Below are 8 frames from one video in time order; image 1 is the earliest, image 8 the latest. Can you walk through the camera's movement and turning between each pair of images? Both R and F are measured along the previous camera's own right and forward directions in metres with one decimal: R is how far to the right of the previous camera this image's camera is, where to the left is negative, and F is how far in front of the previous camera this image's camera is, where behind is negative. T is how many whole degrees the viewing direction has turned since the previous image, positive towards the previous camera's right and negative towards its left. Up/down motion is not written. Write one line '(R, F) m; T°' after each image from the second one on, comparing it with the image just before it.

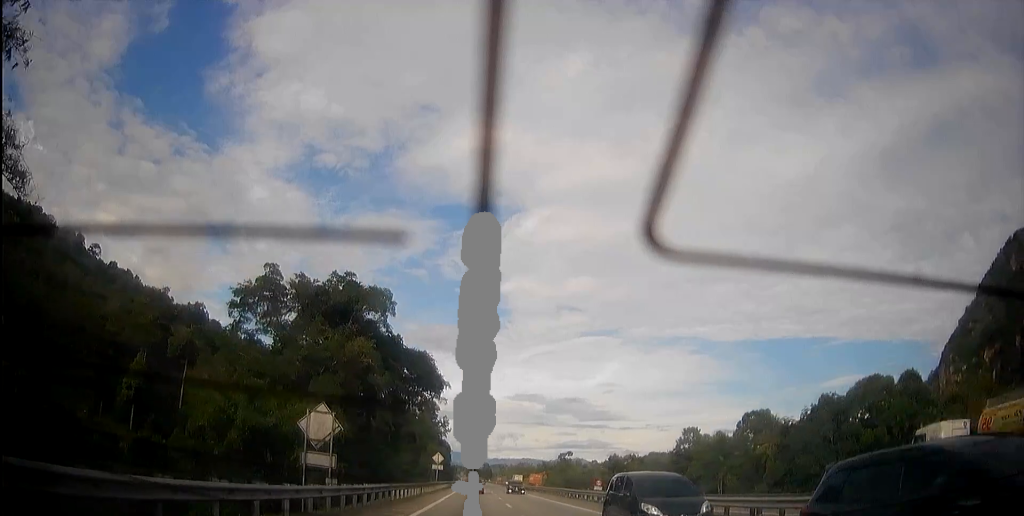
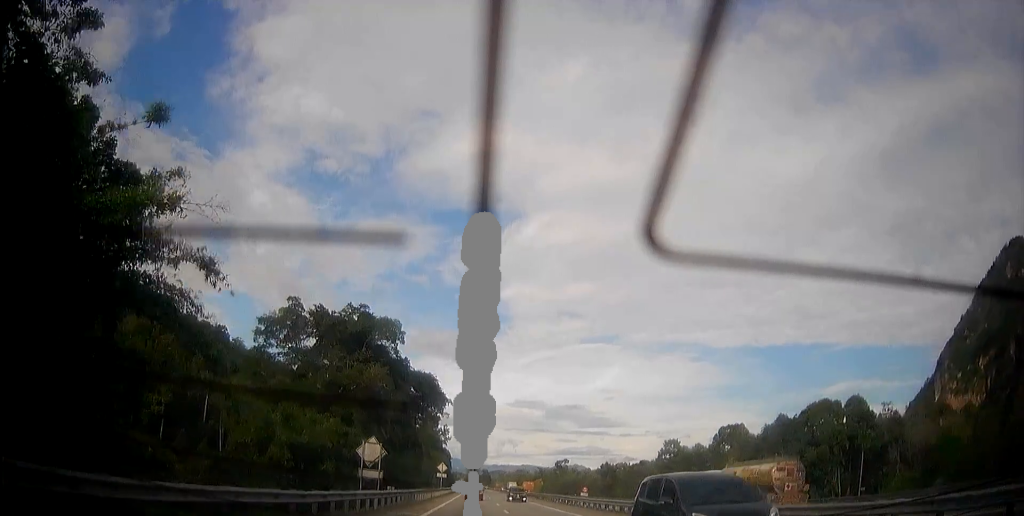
(0.0, +12.4) m; 0°
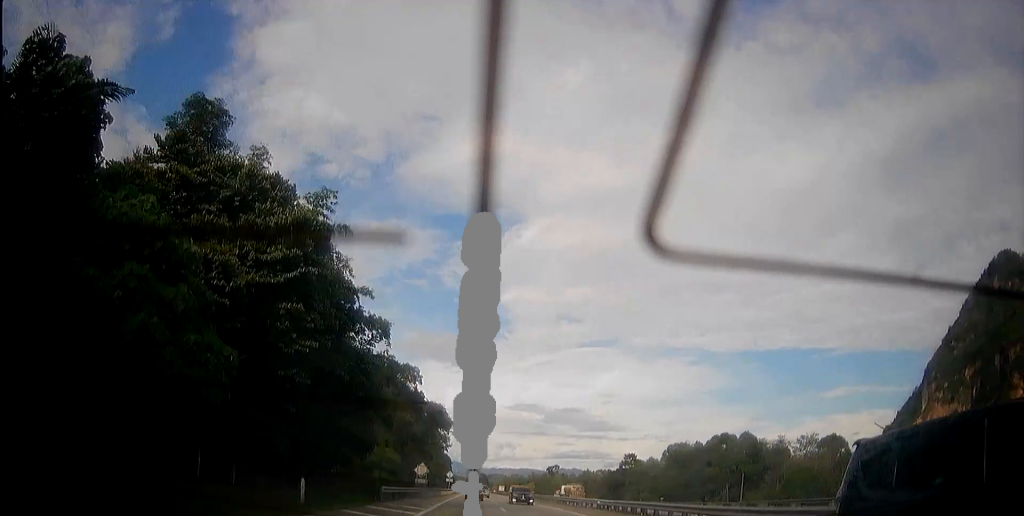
(0.0, +36.1) m; 0°
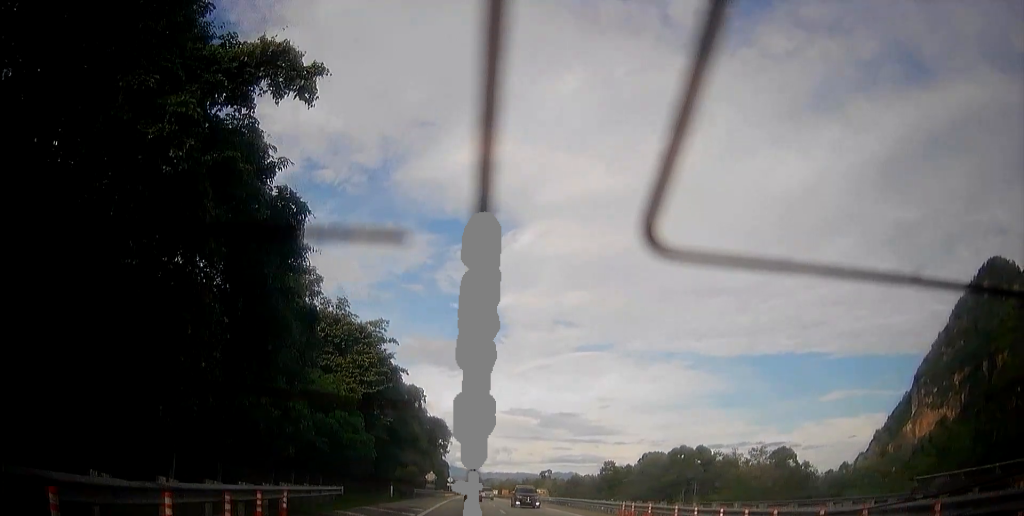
(-0.1, +23.4) m; 0°
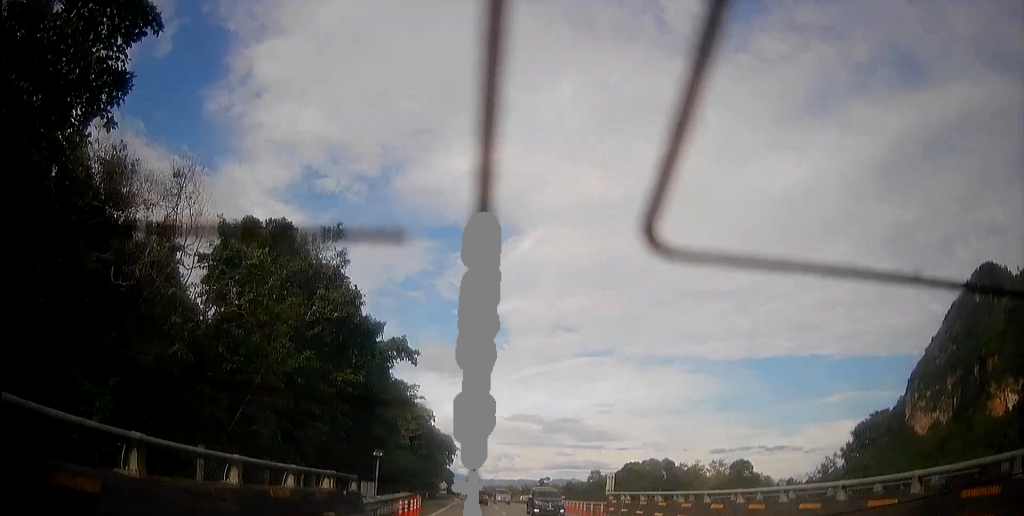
(0.0, +27.2) m; 0°
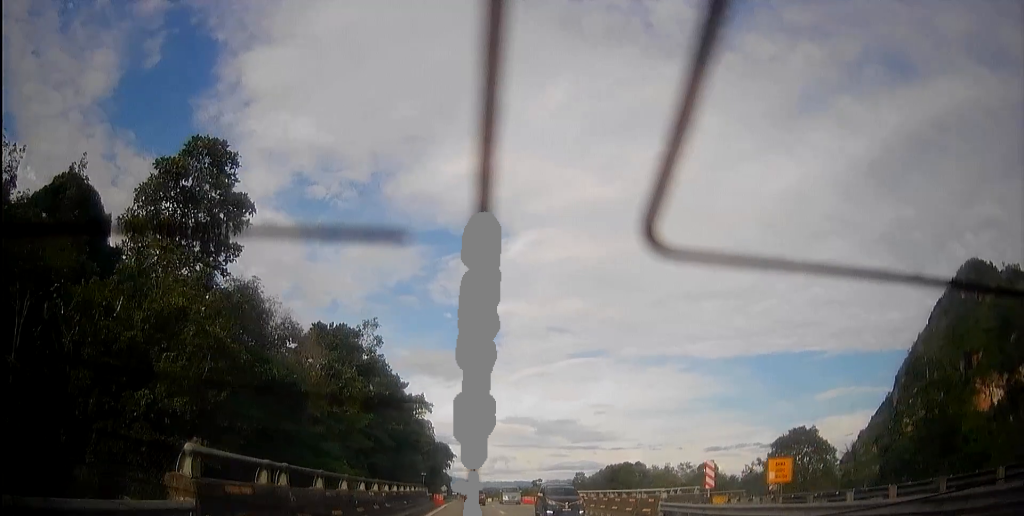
(+0.1, +23.3) m; 0°
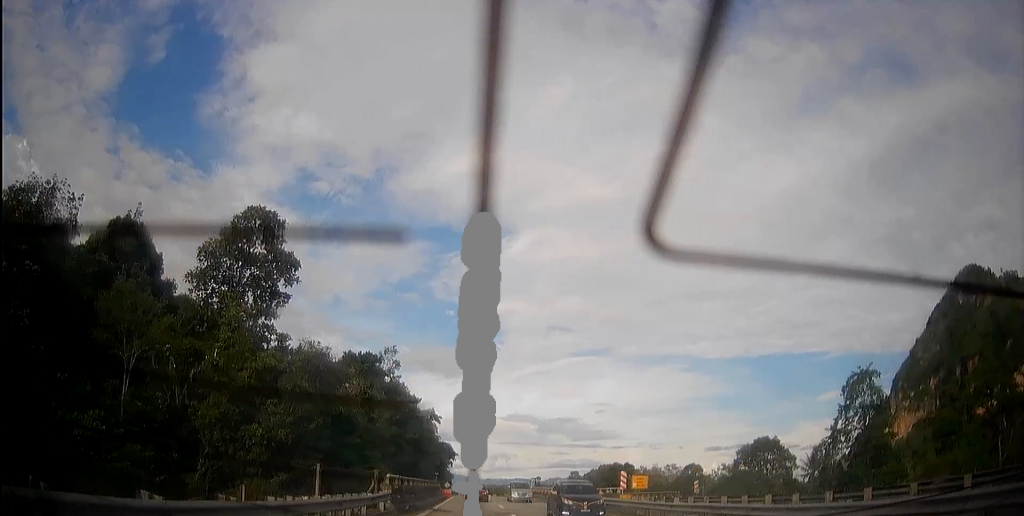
(-0.1, +14.6) m; 0°
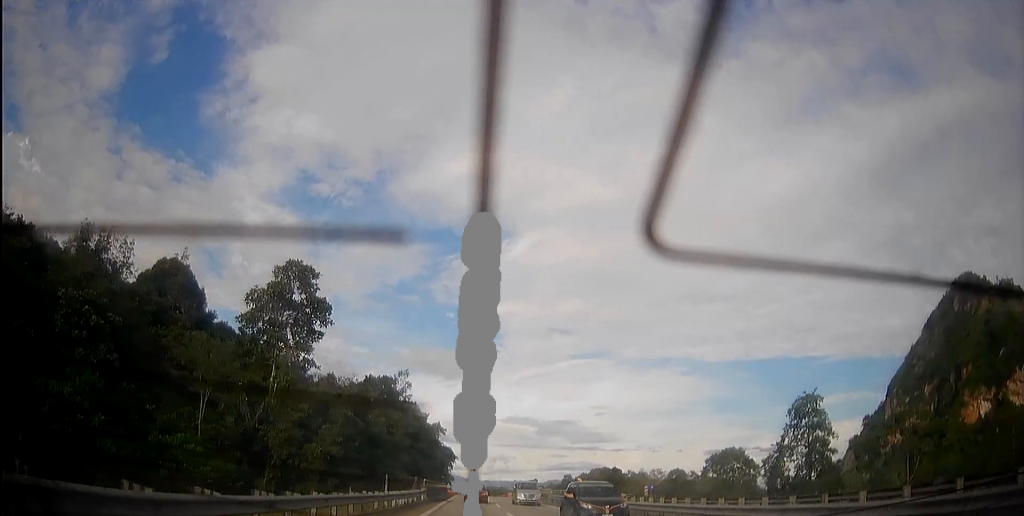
(-0.1, +15.3) m; 0°
